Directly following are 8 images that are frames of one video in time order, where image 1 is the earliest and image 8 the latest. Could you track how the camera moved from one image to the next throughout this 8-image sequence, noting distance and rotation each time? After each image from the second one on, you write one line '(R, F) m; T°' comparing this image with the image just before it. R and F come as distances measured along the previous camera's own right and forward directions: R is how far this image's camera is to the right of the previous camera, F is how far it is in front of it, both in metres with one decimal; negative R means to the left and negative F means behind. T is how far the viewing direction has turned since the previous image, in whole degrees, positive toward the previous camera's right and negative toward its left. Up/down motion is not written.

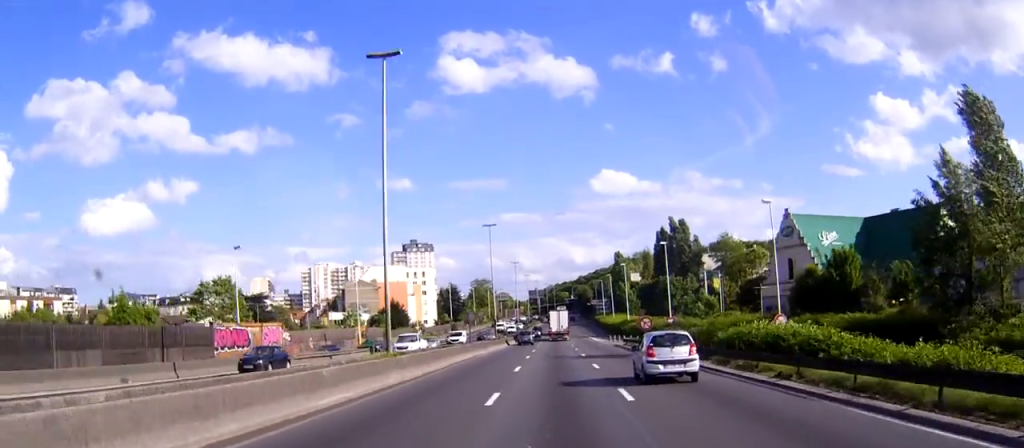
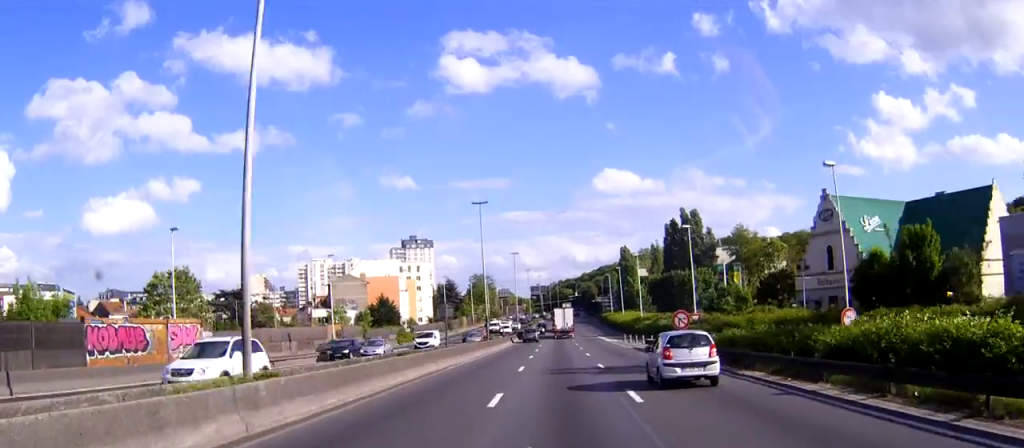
(0.0, +13.8) m; 0°
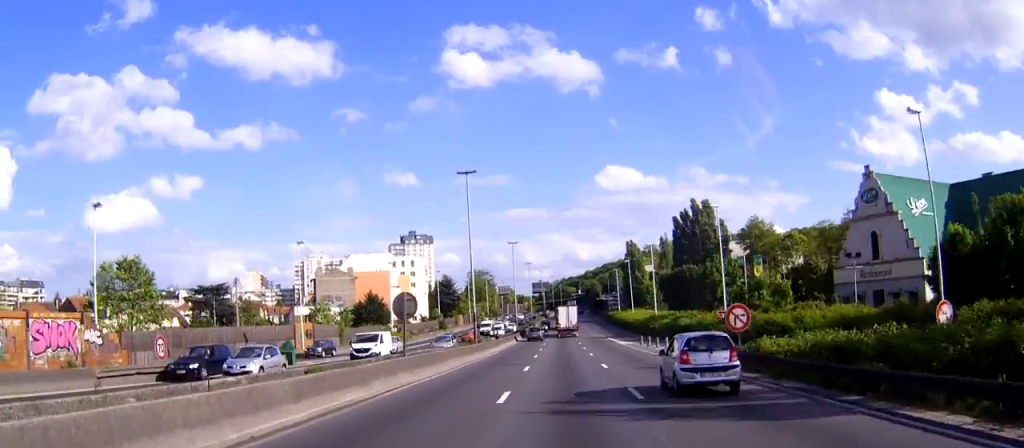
(0.0, +12.2) m; 0°
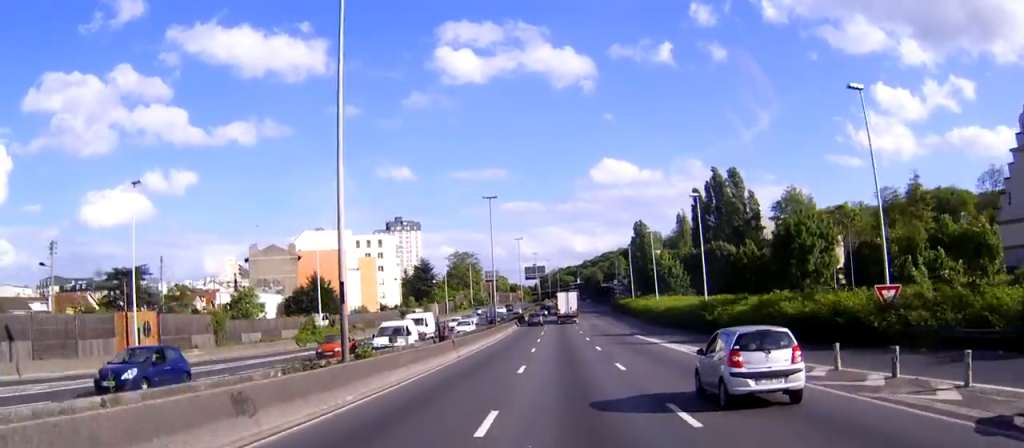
(0.0, +32.9) m; 0°
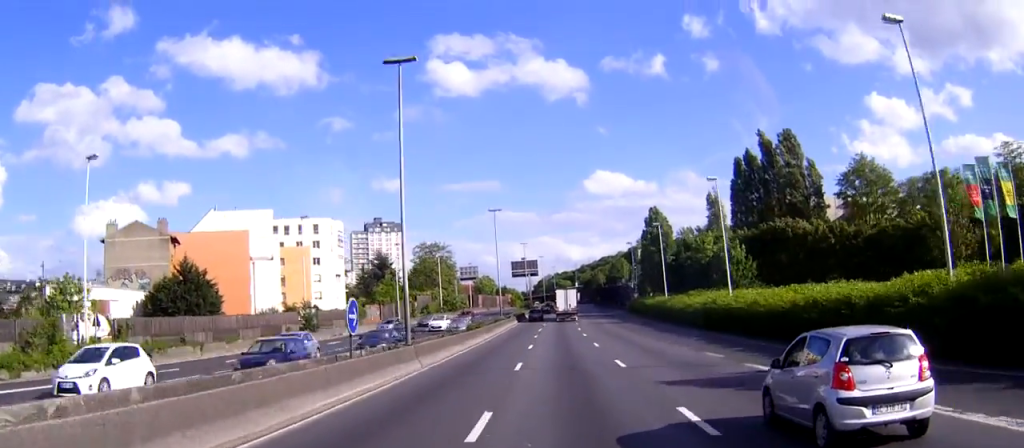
(+0.1, +41.5) m; 0°
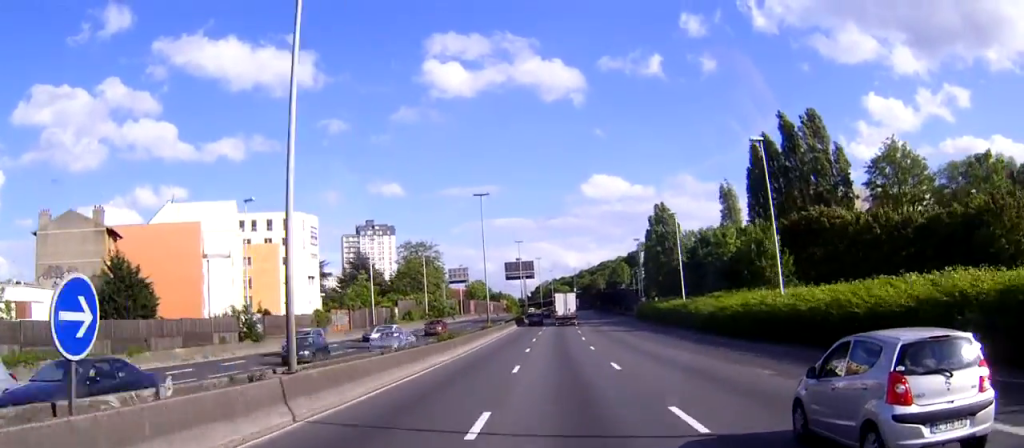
(0.0, +12.9) m; 0°
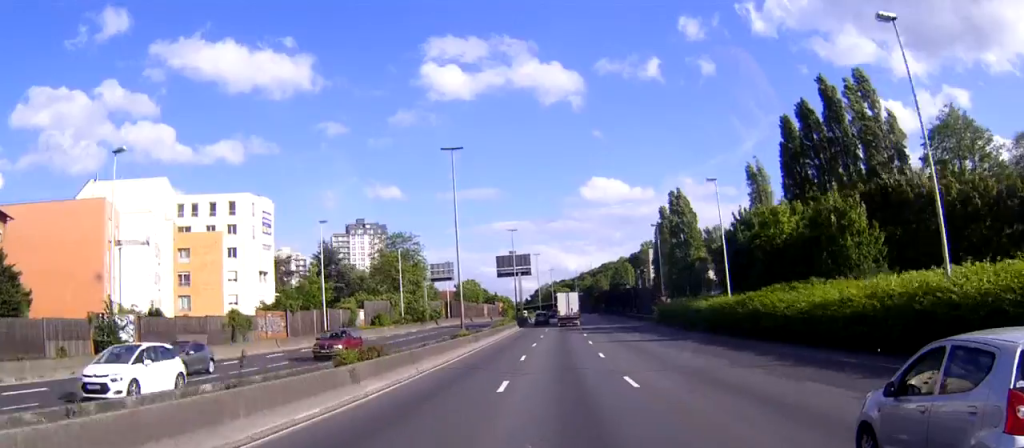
(0.0, +19.1) m; 0°
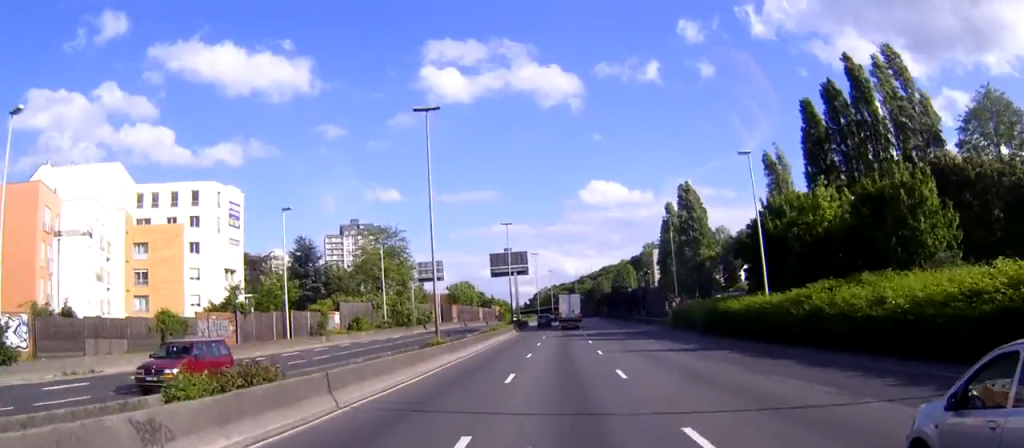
(0.0, +9.9) m; 0°
